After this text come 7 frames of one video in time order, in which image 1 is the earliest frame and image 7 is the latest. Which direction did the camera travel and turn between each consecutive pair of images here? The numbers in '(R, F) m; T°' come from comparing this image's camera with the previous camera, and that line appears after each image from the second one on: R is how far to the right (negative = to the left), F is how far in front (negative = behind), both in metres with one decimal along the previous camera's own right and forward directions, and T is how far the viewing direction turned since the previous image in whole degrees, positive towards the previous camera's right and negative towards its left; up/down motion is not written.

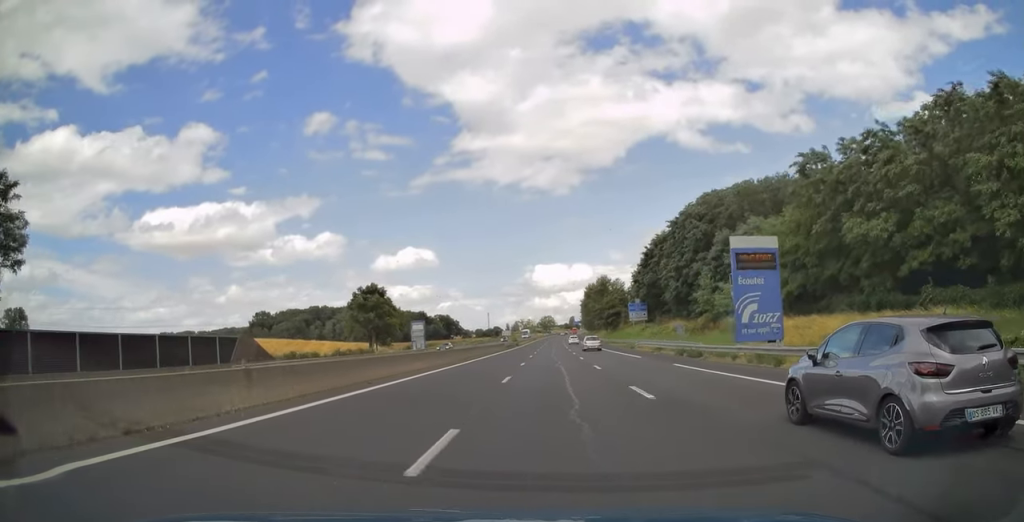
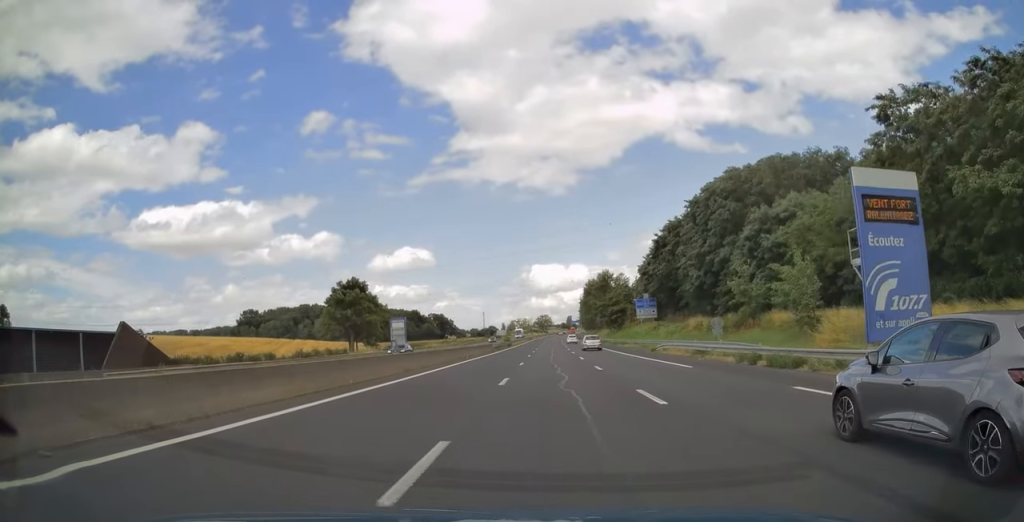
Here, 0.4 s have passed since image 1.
(+0.1, +14.0) m; 0°
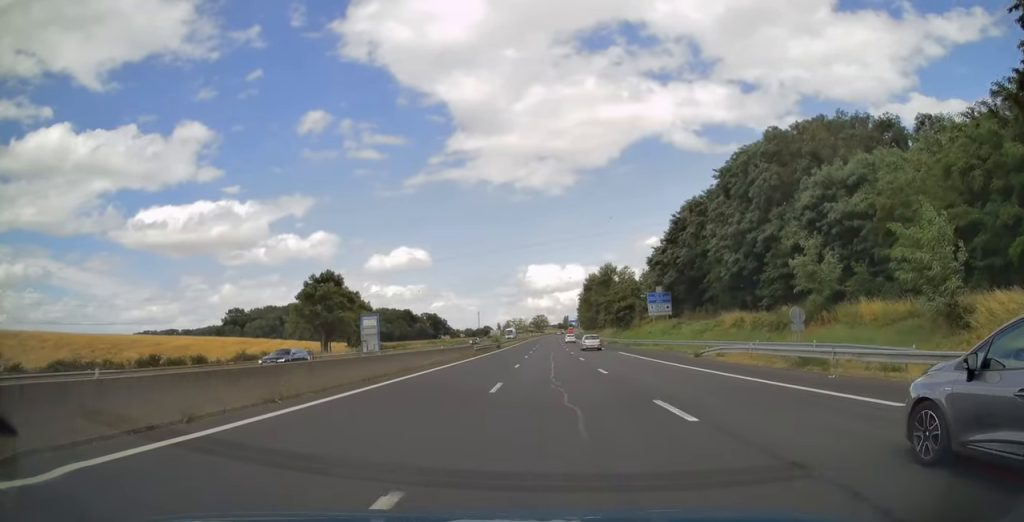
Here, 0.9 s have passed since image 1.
(-0.1, +15.7) m; 0°
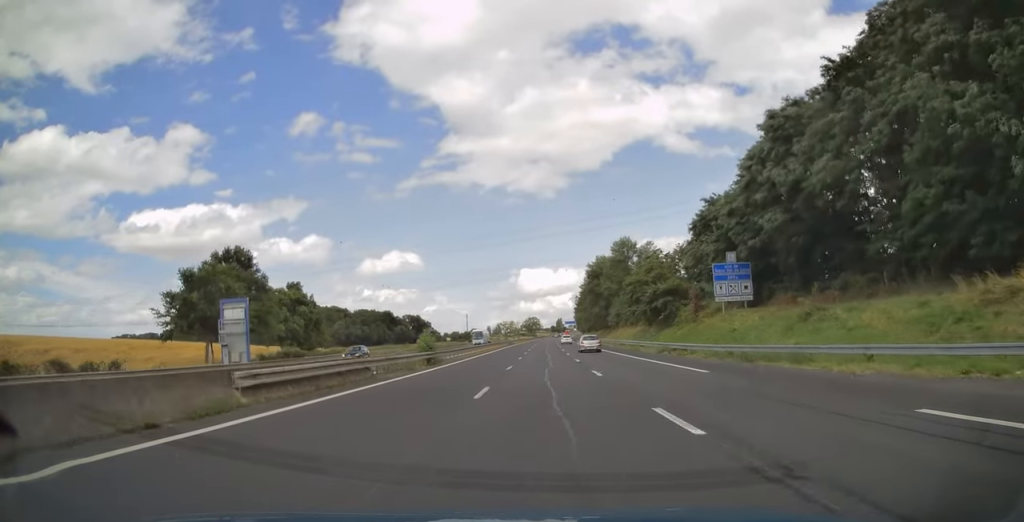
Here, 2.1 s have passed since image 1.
(+0.2, +40.3) m; +1°
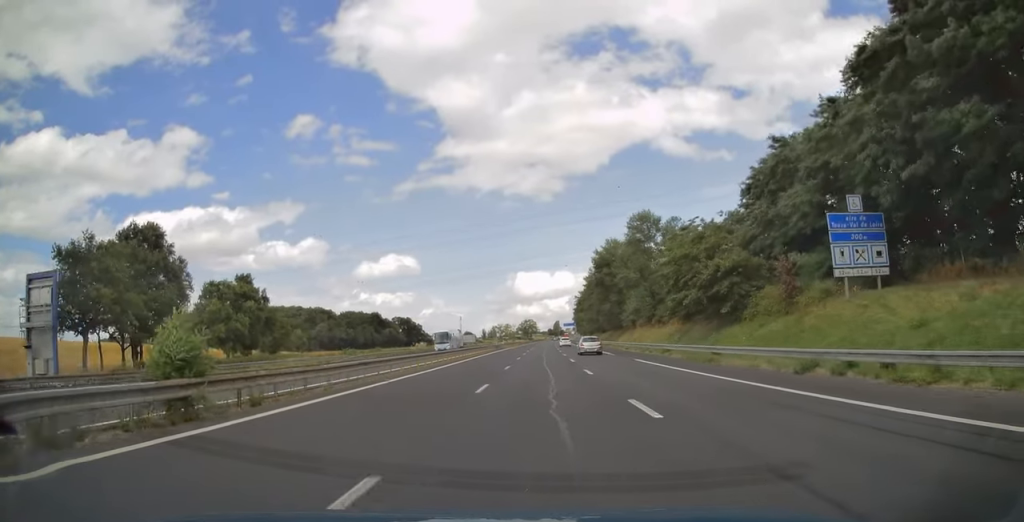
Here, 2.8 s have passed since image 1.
(+0.1, +24.0) m; 0°
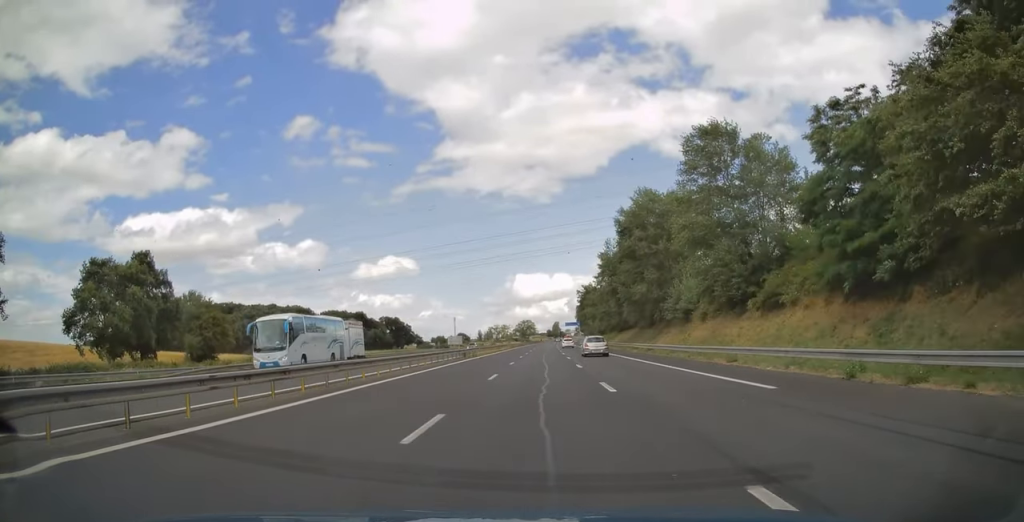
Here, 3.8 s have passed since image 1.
(0.0, +34.0) m; 0°
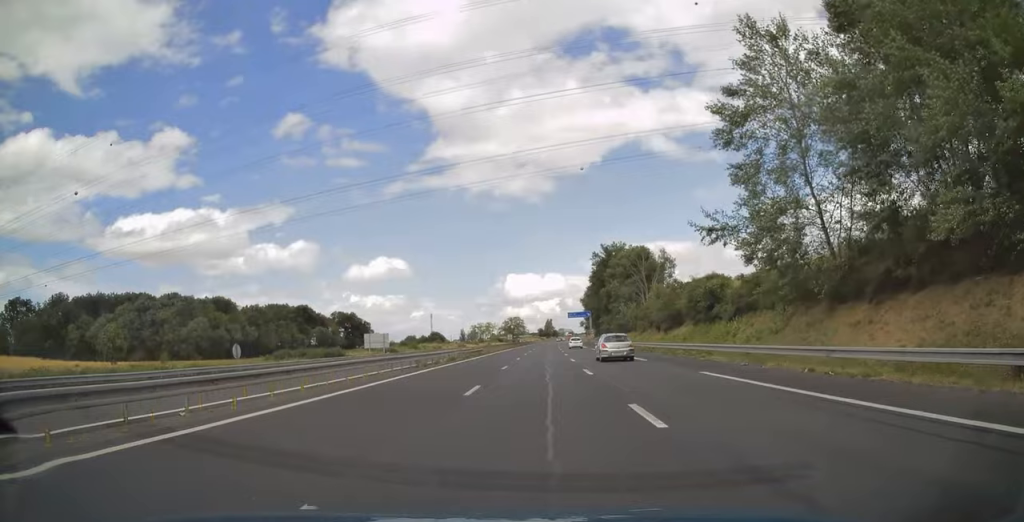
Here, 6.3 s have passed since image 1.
(+0.3, +84.4) m; +1°
